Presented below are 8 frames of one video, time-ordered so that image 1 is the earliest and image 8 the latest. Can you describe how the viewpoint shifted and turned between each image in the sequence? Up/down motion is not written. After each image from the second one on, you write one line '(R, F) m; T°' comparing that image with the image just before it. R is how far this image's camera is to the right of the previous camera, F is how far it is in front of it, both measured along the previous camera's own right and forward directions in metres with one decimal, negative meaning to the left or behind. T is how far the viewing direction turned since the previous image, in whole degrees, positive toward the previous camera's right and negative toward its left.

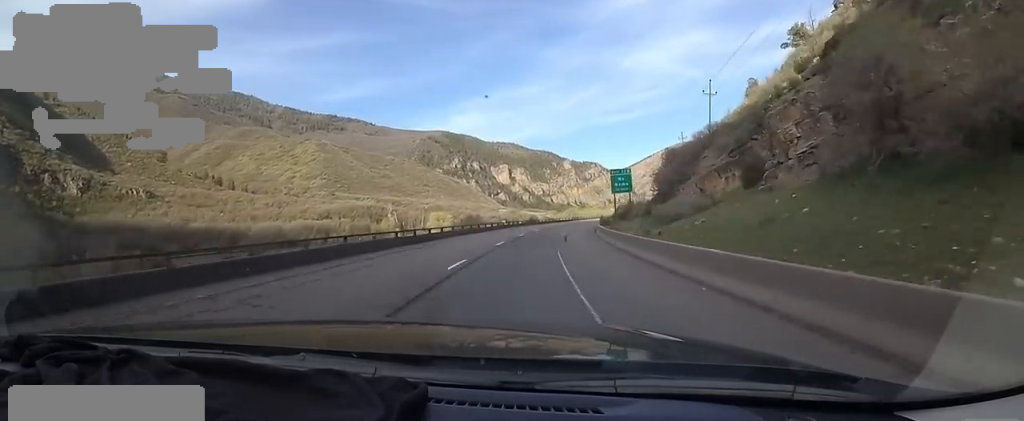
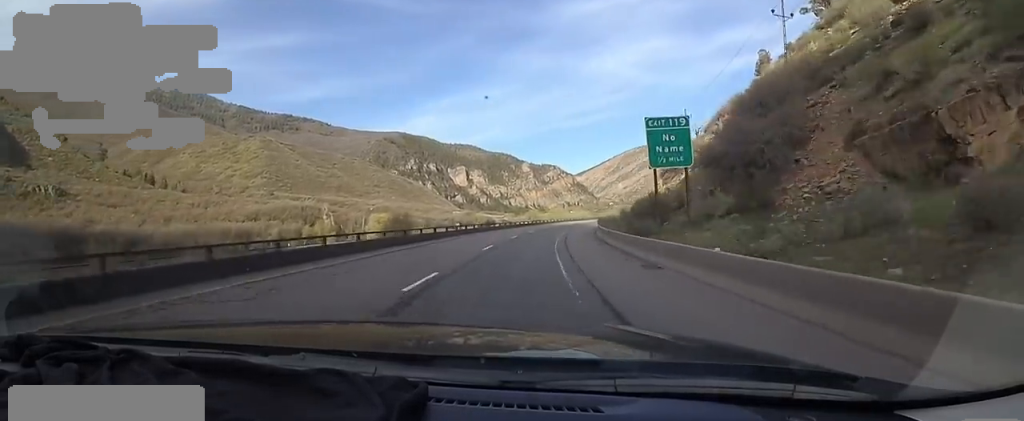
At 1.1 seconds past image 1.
(+1.4, +28.1) m; +7°
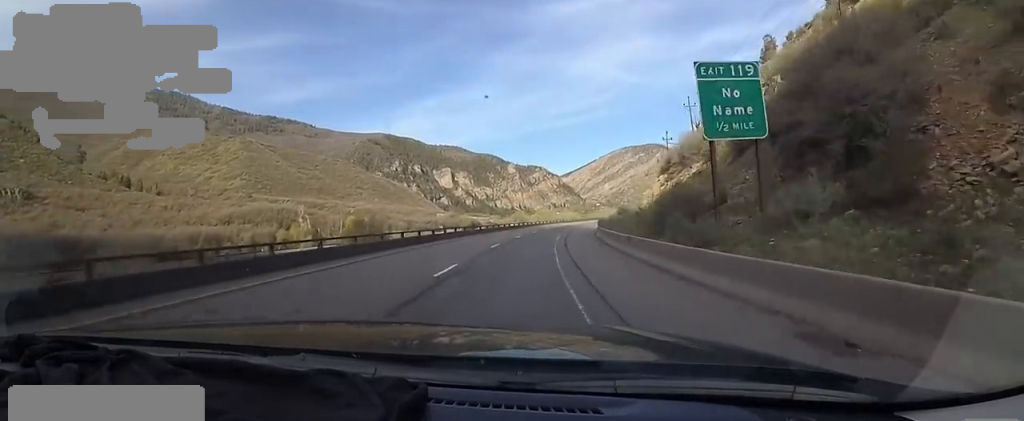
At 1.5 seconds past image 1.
(+0.5, +9.9) m; +2°
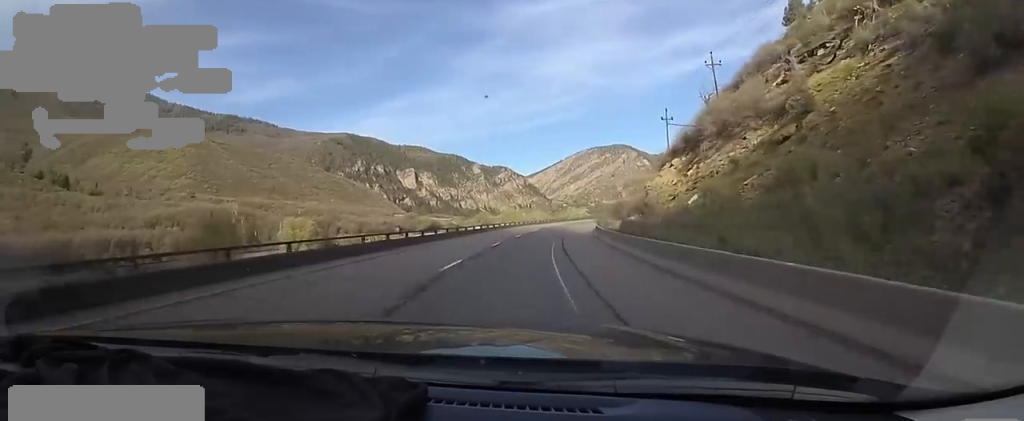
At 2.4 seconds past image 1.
(+1.0, +22.3) m; +3°
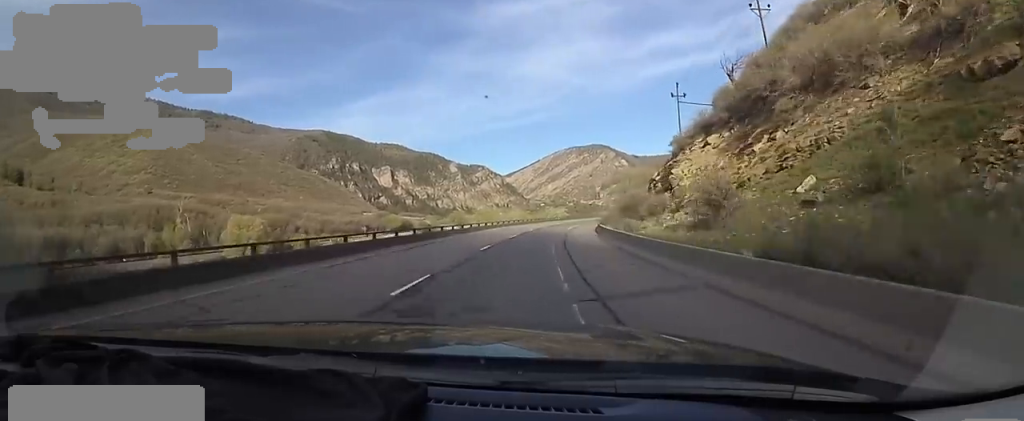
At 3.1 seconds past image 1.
(-0.1, +16.6) m; +2°
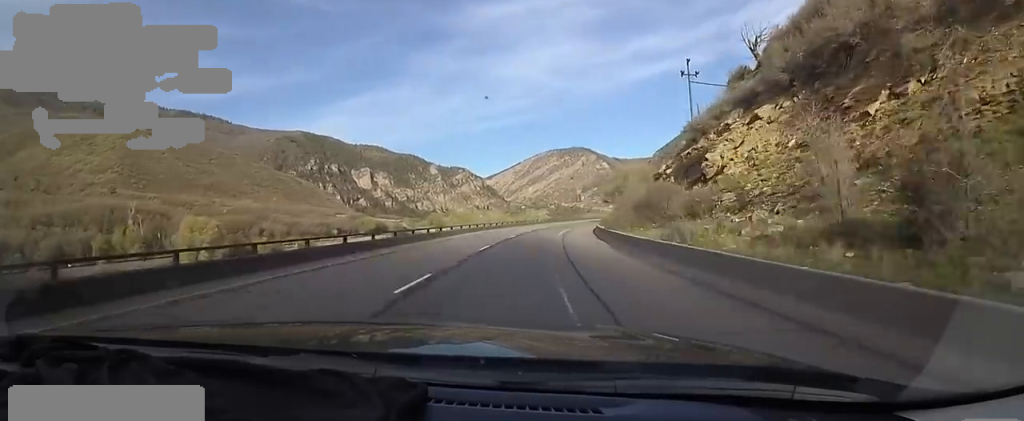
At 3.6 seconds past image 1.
(+0.4, +11.5) m; +3°
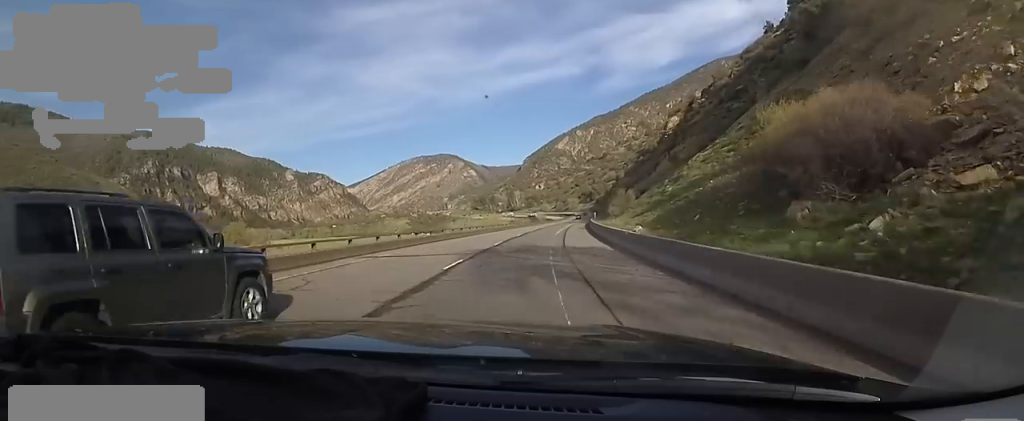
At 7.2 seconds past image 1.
(+13.8, +89.3) m; +16°
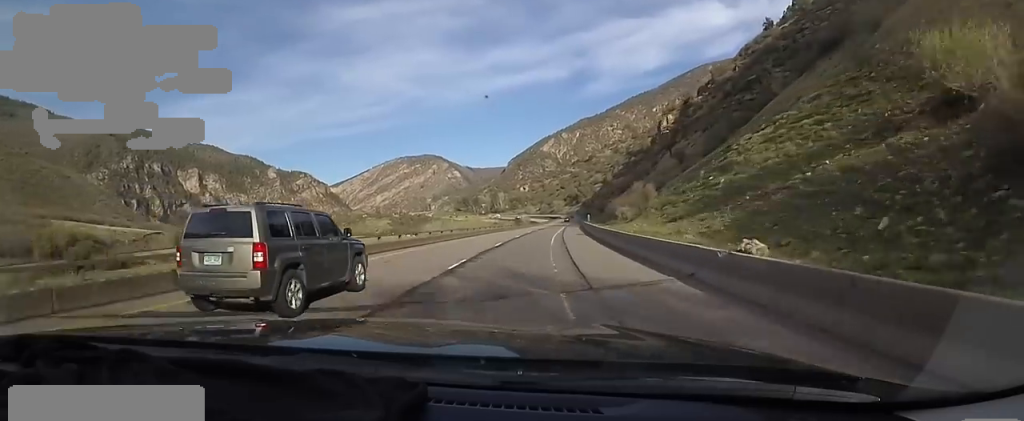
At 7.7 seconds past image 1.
(0.0, +11.9) m; +1°
